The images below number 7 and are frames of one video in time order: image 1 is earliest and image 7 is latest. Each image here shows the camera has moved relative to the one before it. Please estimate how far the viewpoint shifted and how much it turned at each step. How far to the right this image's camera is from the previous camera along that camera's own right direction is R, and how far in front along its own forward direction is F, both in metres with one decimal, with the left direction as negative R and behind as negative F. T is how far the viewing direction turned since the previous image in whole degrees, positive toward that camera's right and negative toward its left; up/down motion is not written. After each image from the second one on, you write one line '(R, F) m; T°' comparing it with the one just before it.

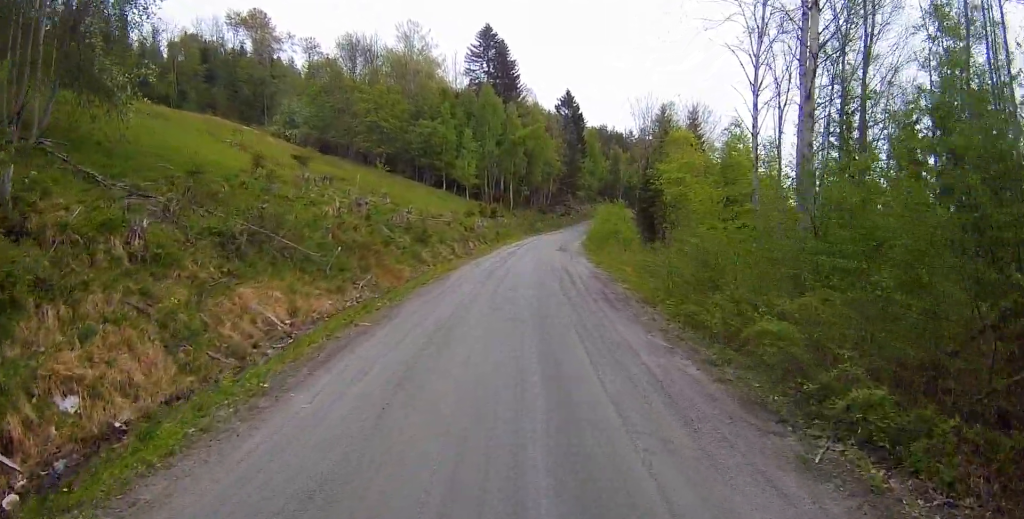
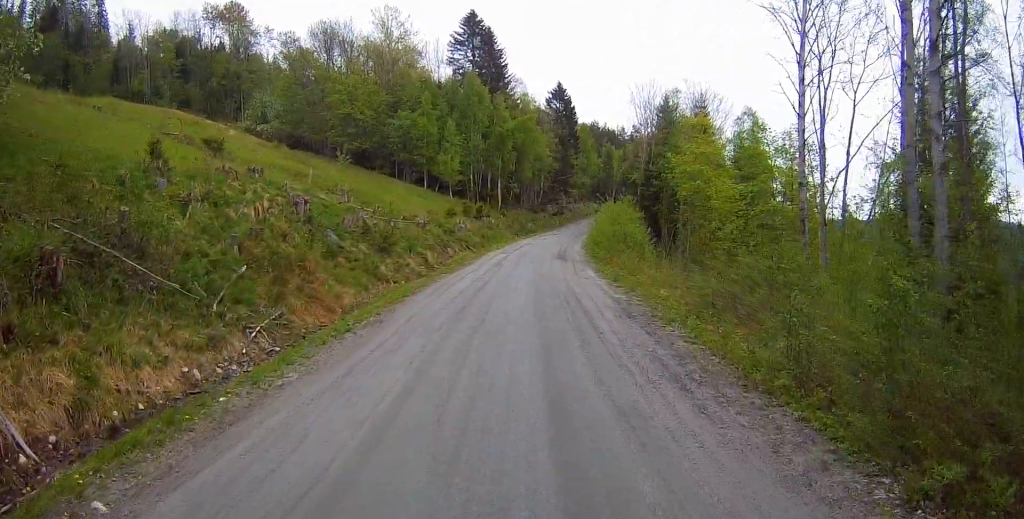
(+0.3, +7.8) m; +2°
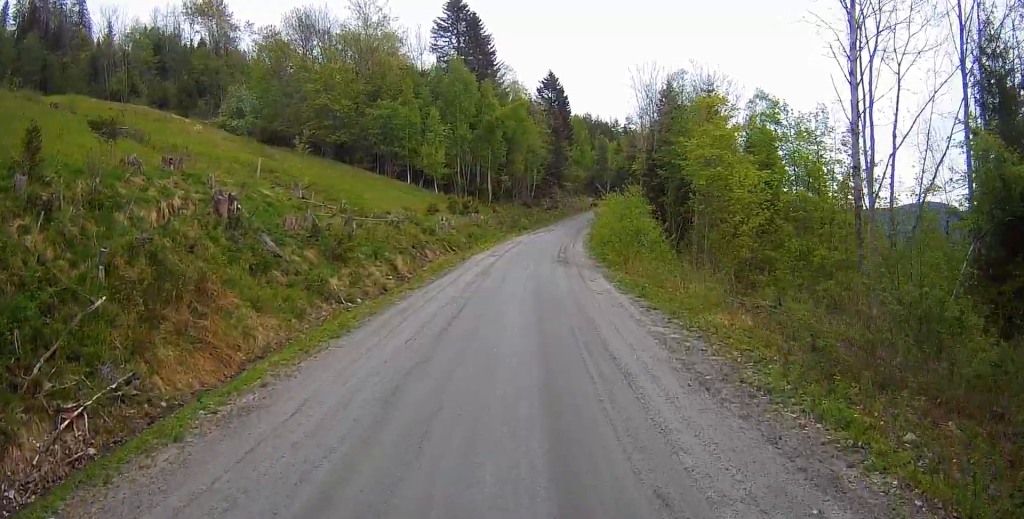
(0.0, +5.9) m; +1°
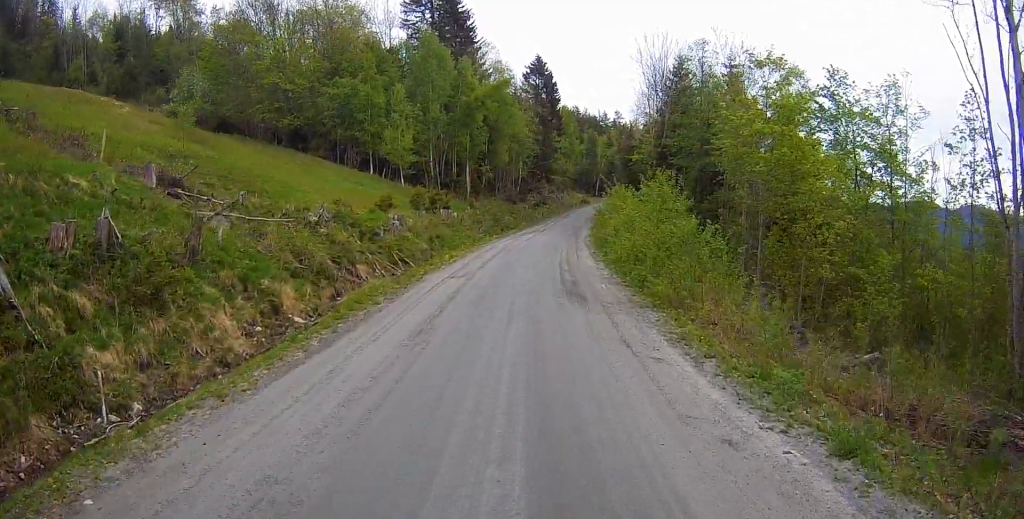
(+0.3, +11.5) m; +2°
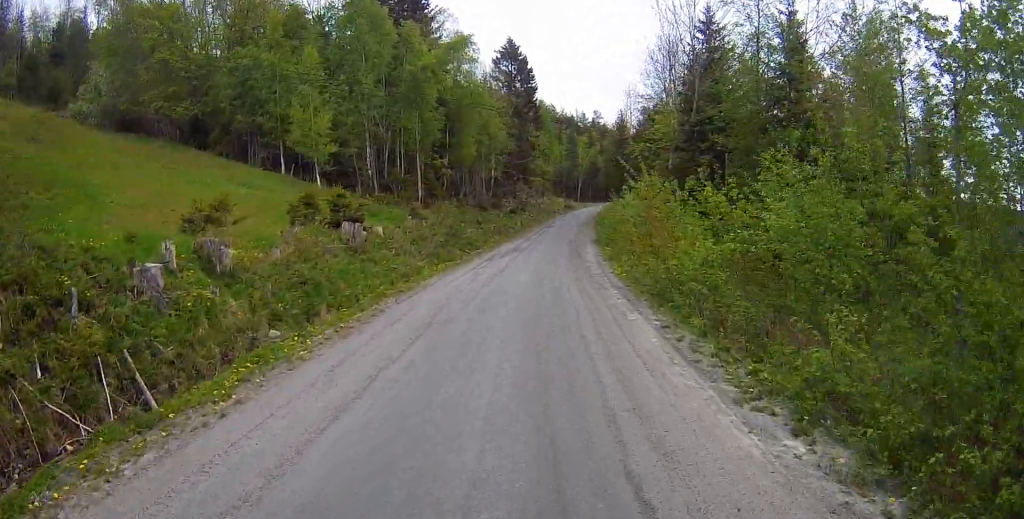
(0.0, +17.6) m; +1°
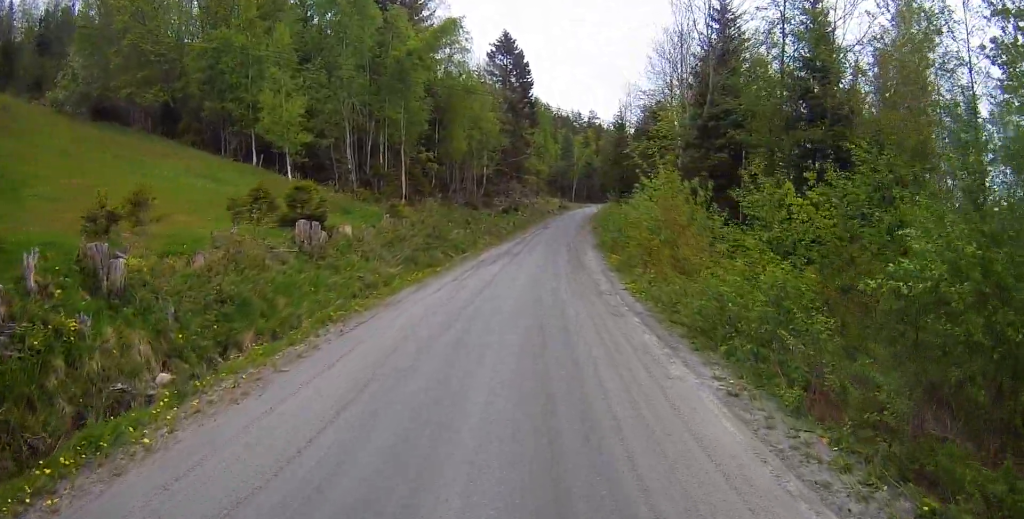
(0.0, +4.0) m; 0°
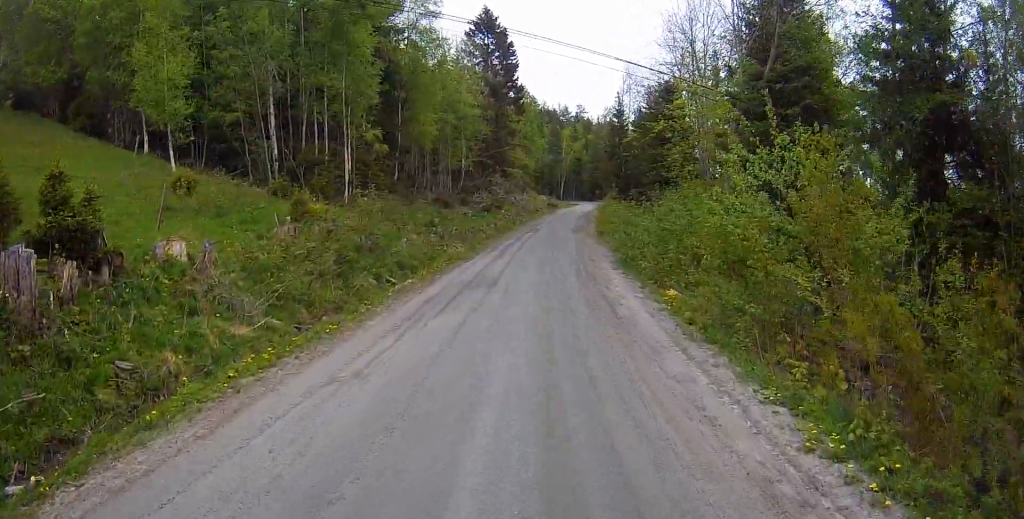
(0.0, +11.4) m; 0°
